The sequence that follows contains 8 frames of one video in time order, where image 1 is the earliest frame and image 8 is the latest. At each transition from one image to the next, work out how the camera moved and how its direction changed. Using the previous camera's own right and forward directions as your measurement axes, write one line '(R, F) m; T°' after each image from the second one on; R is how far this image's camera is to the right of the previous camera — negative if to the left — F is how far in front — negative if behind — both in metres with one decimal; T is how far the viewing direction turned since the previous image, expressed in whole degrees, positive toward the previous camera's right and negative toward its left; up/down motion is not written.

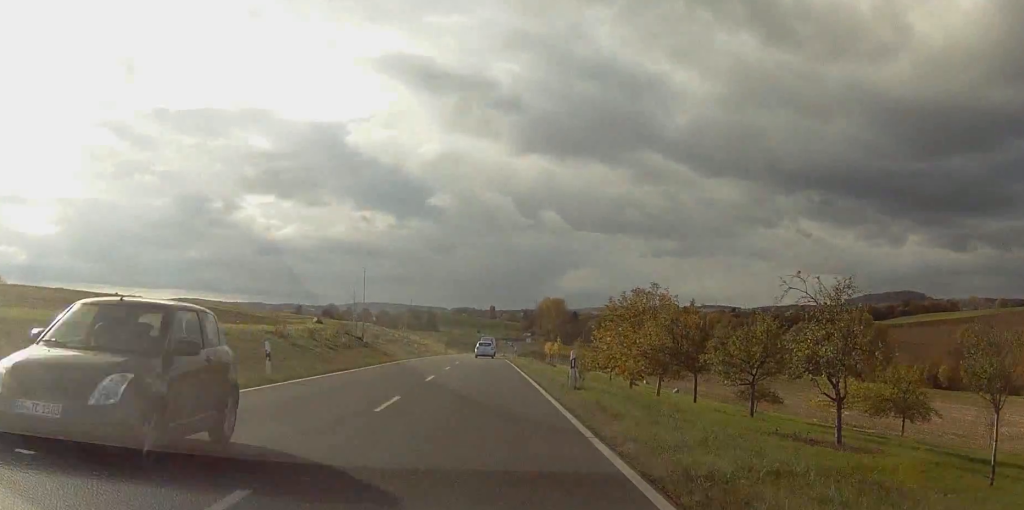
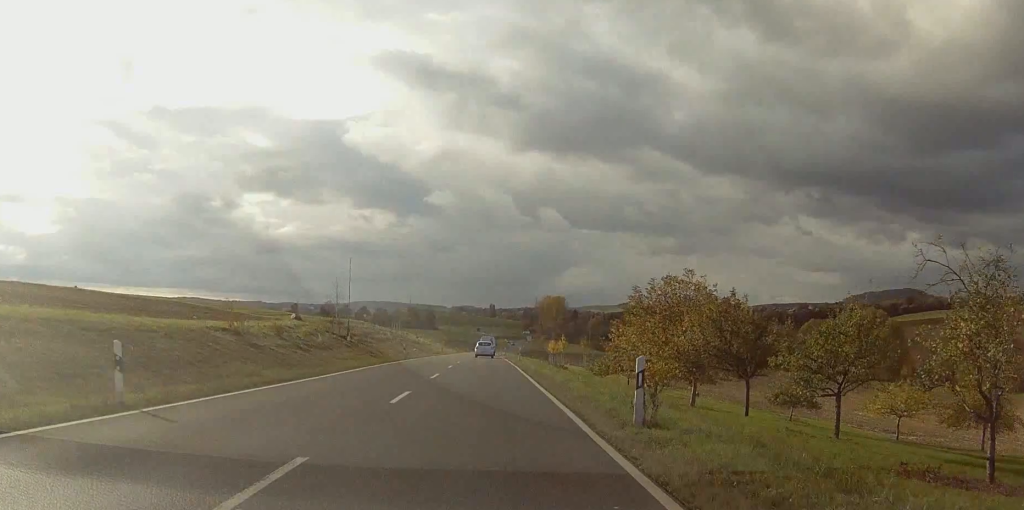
(0.0, +9.9) m; +1°
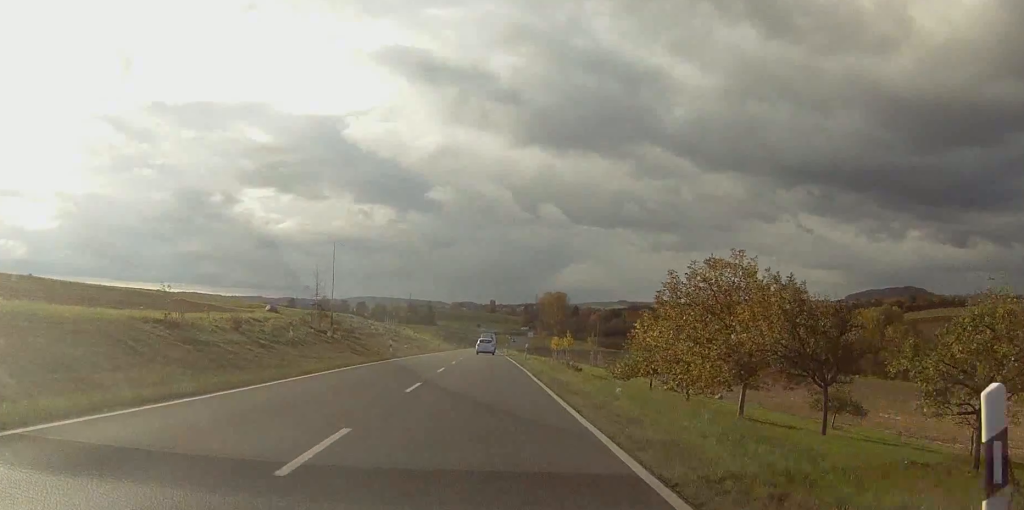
(-0.1, +9.3) m; +1°
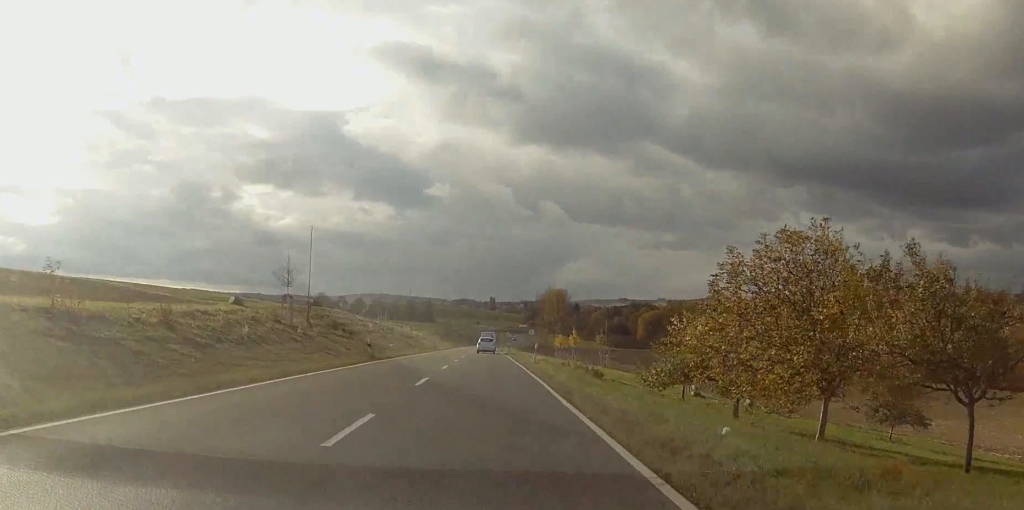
(+0.2, +9.9) m; 0°
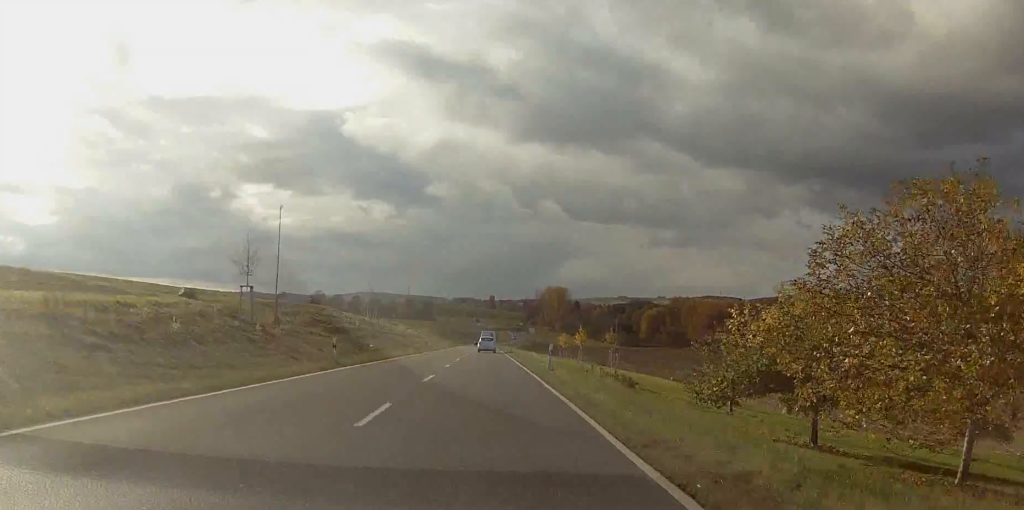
(+0.3, +9.9) m; 0°
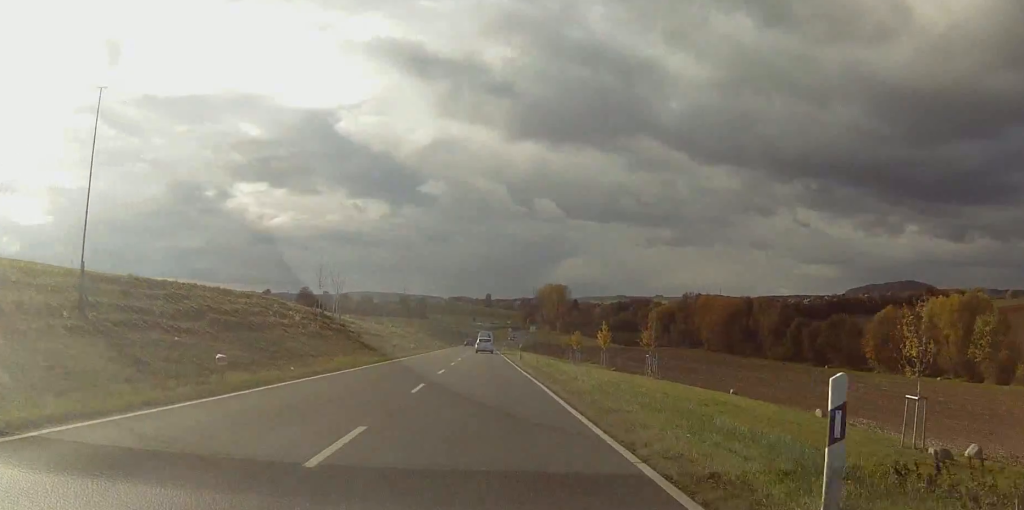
(-0.4, +27.4) m; 0°
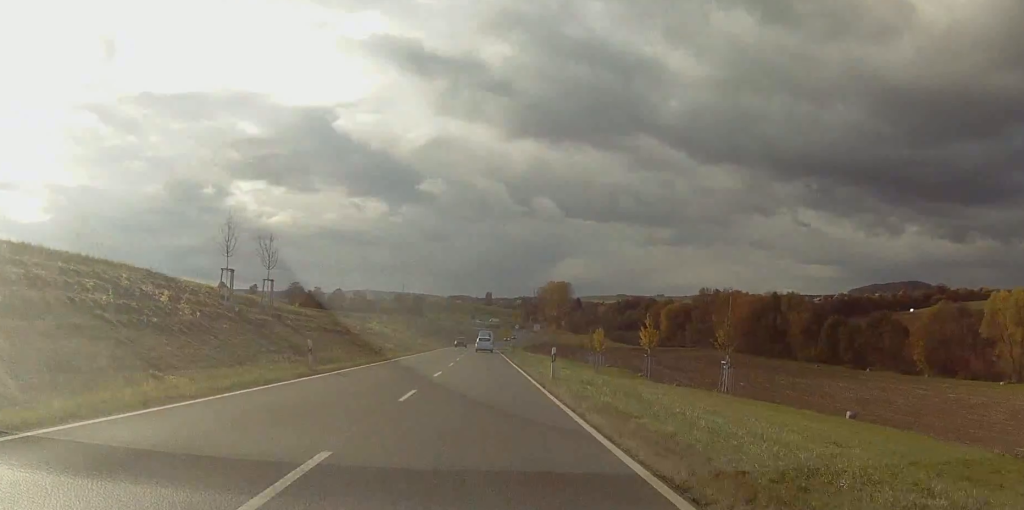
(0.0, +26.7) m; 0°
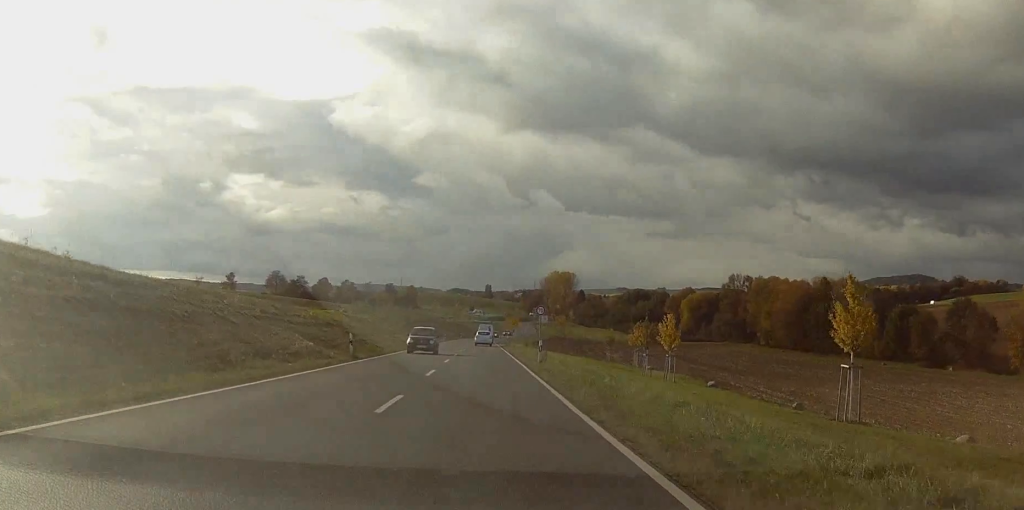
(+1.1, +39.4) m; +2°
